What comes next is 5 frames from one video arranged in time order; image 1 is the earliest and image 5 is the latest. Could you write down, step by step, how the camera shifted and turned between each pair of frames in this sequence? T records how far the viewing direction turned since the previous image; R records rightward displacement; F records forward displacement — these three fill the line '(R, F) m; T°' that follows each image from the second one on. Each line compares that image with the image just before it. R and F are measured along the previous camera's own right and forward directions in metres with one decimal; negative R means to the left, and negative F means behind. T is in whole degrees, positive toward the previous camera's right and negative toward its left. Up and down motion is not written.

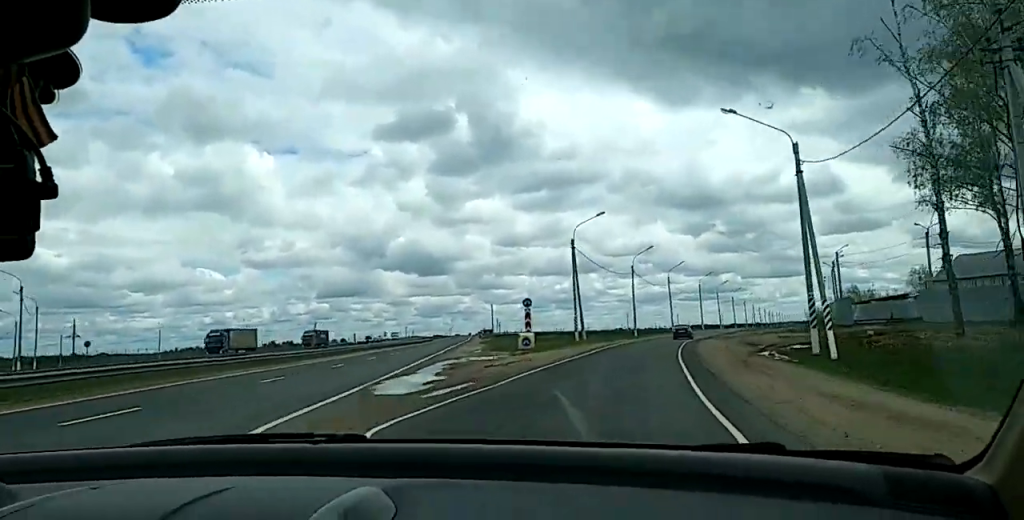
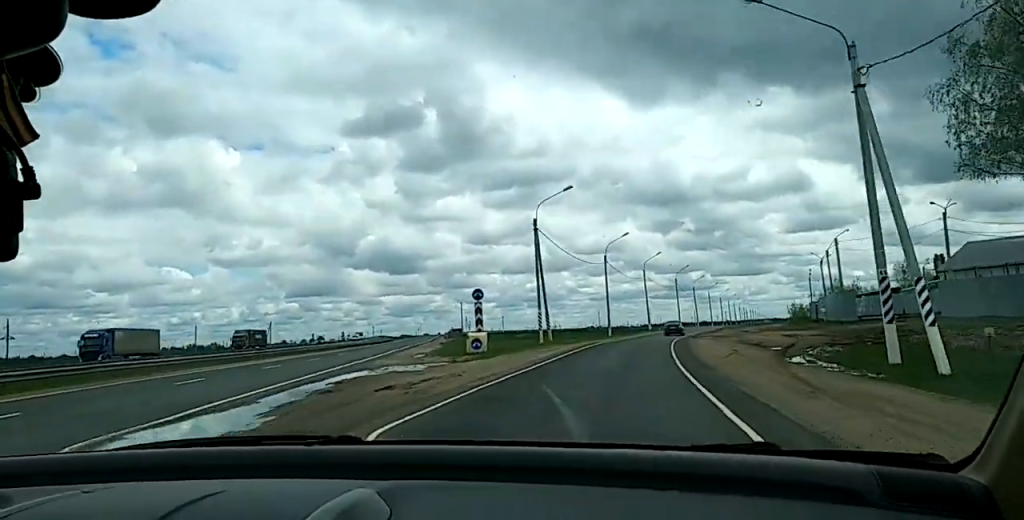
(+0.2, +11.3) m; +3°
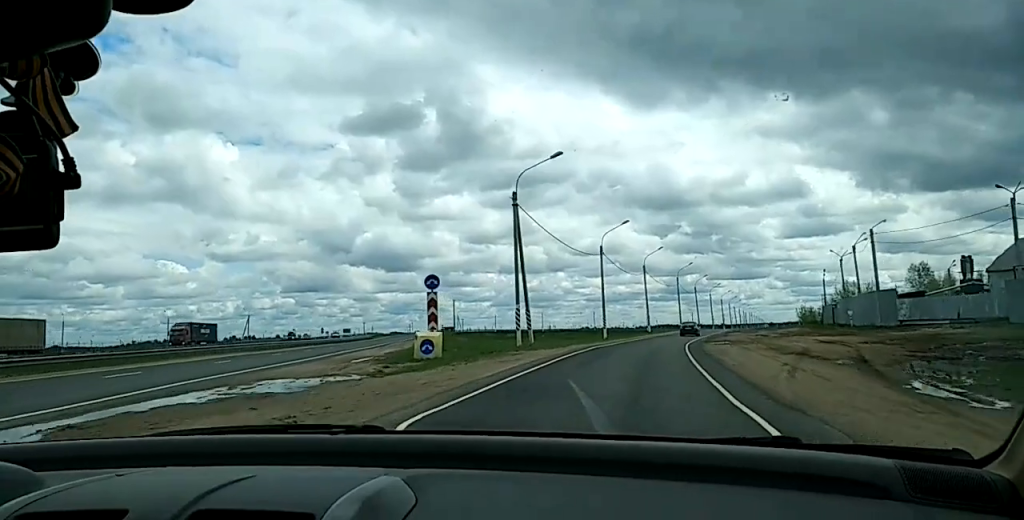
(+0.4, +11.2) m; +1°
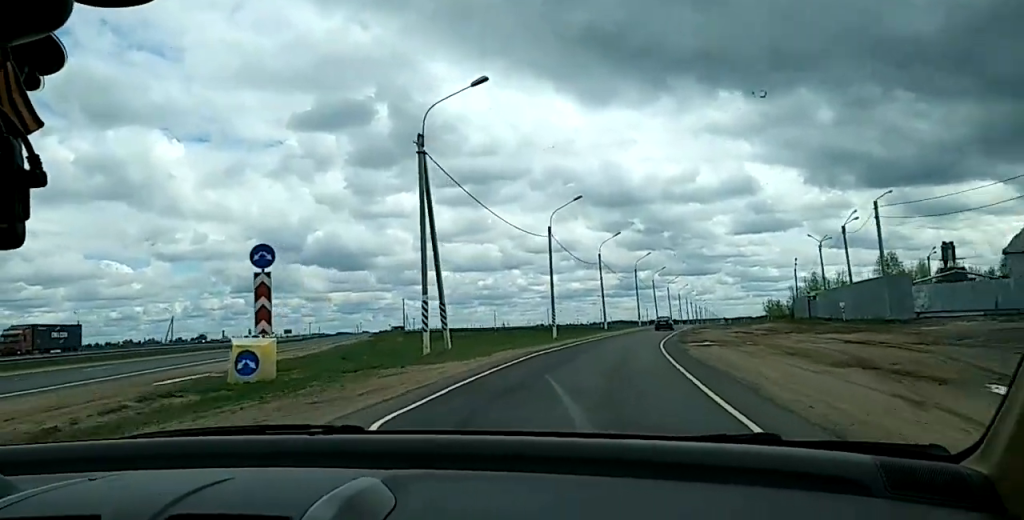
(+0.2, +13.5) m; +2°
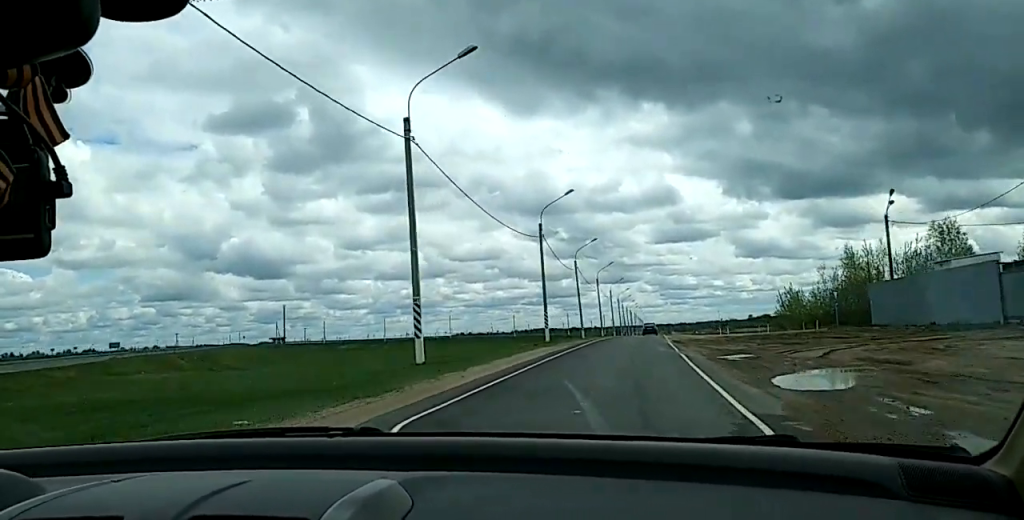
(+7.0, +64.1) m; +14°
